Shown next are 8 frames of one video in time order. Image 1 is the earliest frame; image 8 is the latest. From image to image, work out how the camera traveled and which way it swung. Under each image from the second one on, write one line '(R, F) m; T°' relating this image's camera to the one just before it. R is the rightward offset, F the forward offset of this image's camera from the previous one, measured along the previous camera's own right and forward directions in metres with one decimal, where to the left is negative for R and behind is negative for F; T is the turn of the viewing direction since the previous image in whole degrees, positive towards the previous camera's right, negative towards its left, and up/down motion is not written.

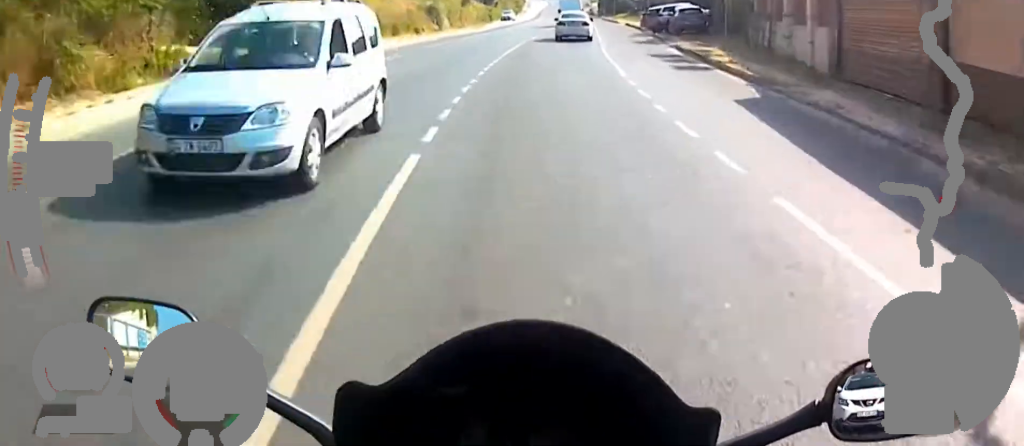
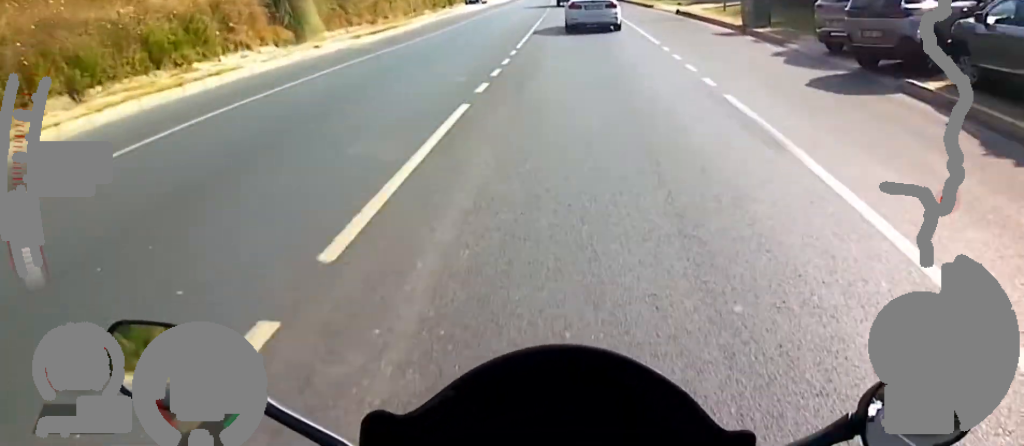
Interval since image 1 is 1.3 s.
(-1.3, +29.8) m; -2°
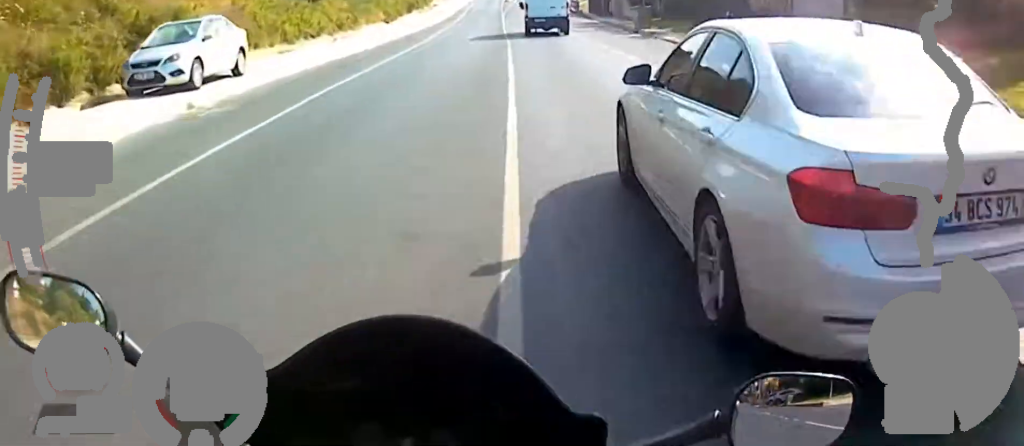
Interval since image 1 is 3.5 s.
(-0.6, +53.3) m; -1°
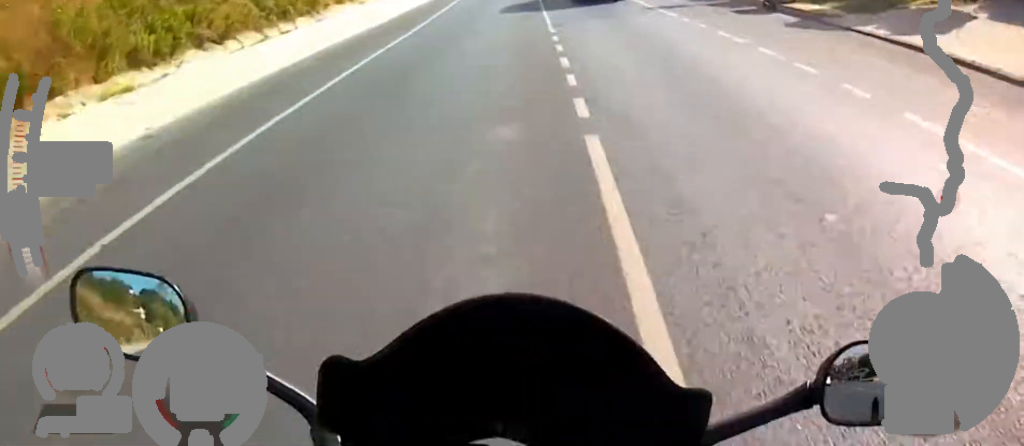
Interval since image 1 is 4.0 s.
(0.0, +12.3) m; 0°
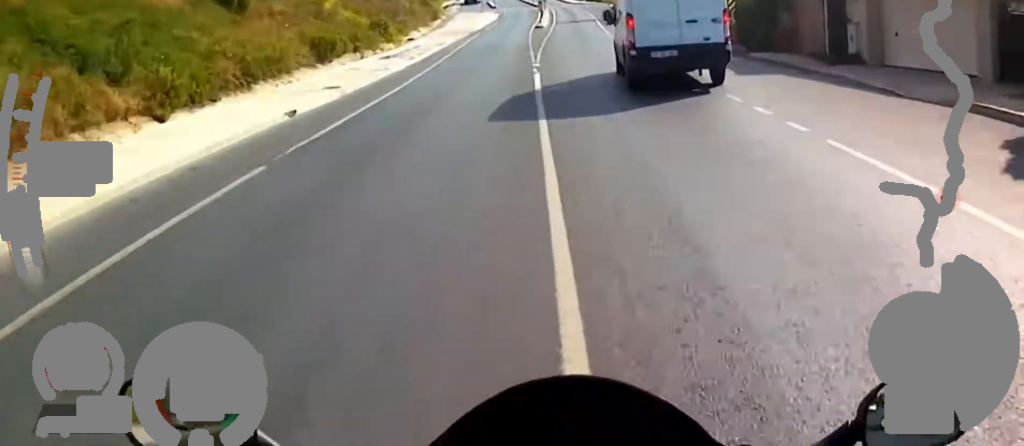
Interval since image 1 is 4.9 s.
(0.0, +23.3) m; +1°
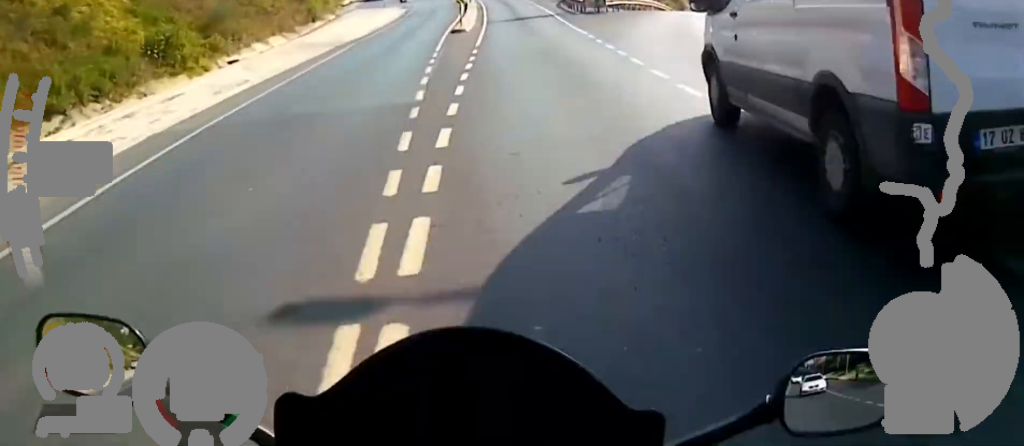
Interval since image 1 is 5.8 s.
(+0.2, +22.1) m; 0°
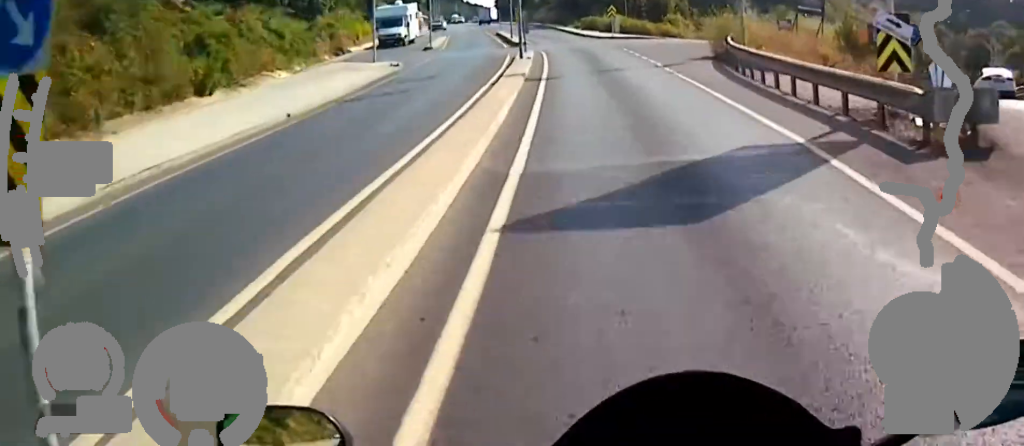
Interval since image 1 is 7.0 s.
(-0.1, +30.9) m; -2°
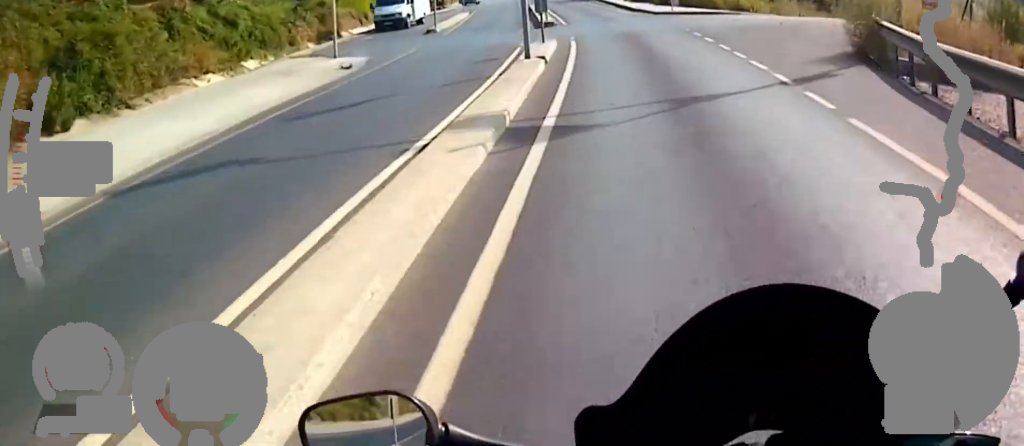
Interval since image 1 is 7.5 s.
(-0.1, +12.8) m; -2°
